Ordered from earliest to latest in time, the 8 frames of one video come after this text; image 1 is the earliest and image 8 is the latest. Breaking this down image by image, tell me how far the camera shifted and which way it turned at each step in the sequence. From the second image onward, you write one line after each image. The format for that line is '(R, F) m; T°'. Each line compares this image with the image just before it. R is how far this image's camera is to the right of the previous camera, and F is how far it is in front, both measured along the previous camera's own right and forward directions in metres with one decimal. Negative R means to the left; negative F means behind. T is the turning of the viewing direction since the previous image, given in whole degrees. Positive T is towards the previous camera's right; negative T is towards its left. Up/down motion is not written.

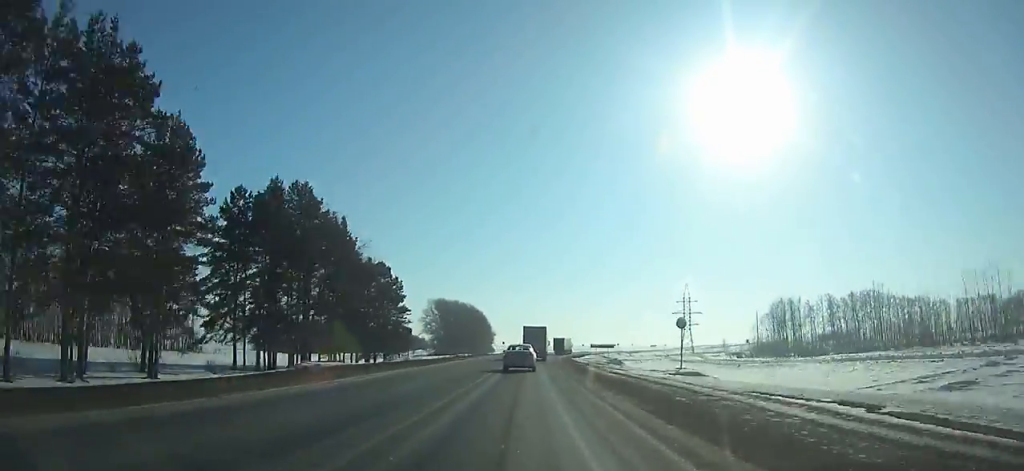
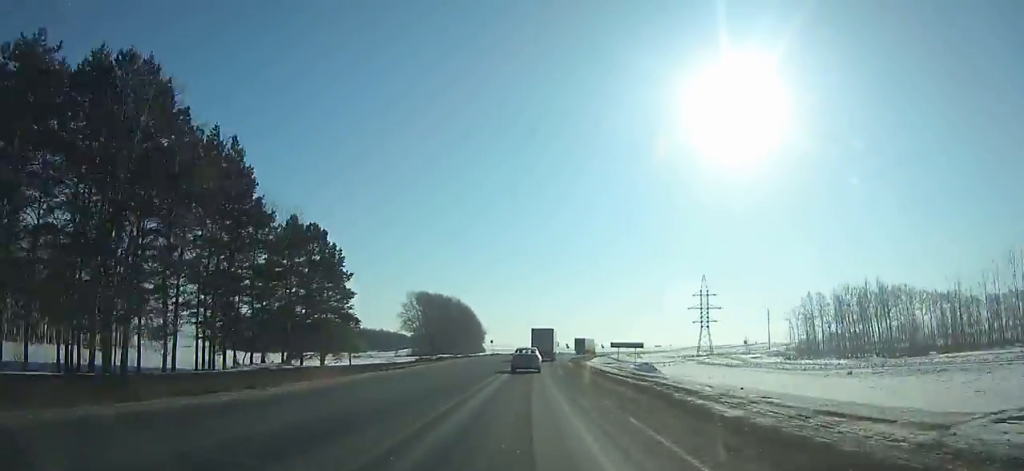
(+0.1, +28.2) m; +1°
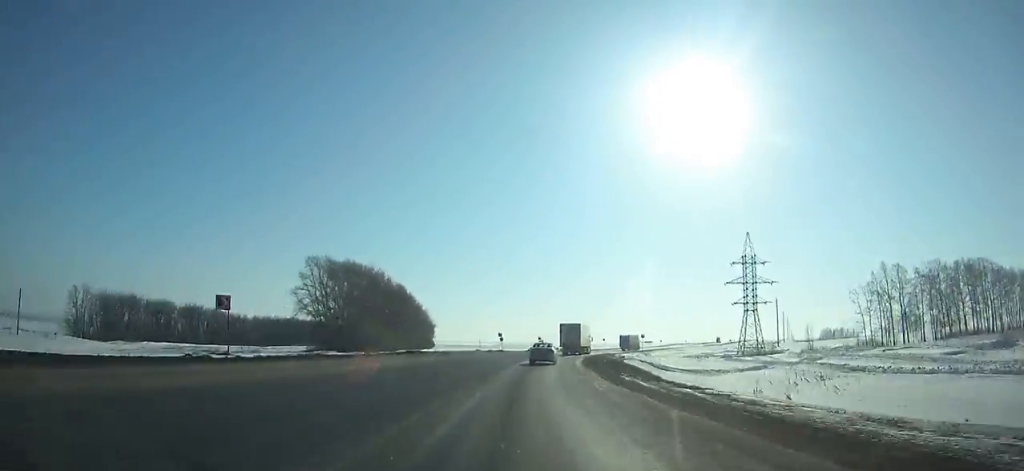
(+1.7, +63.9) m; +5°
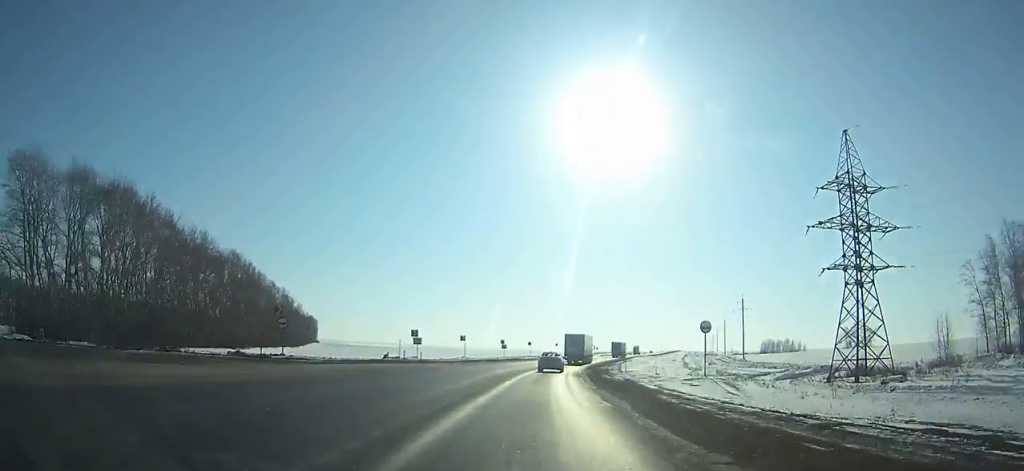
(+3.9, +66.6) m; +9°
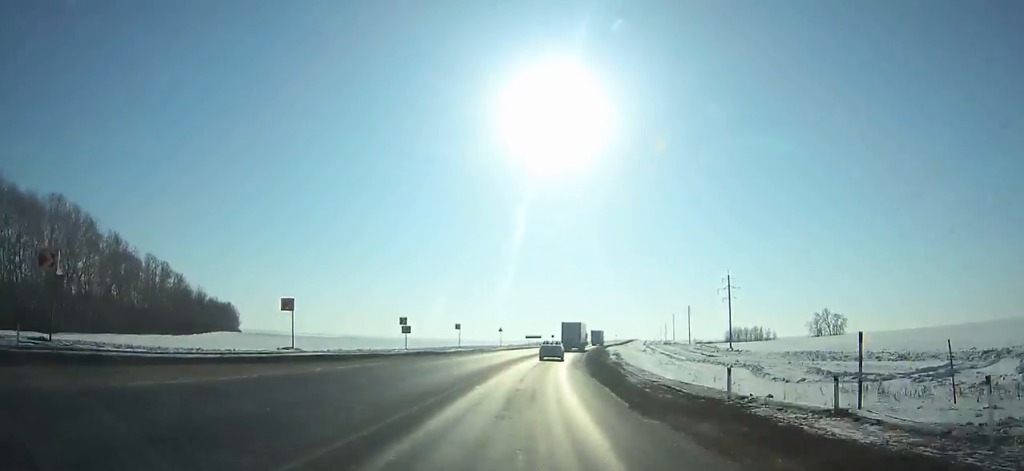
(+3.2, +43.2) m; +6°
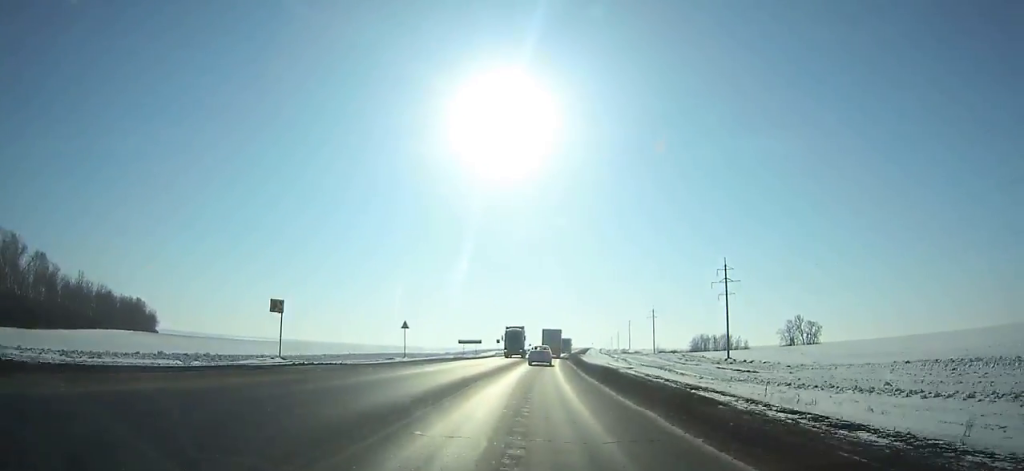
(+2.0, +42.2) m; +4°
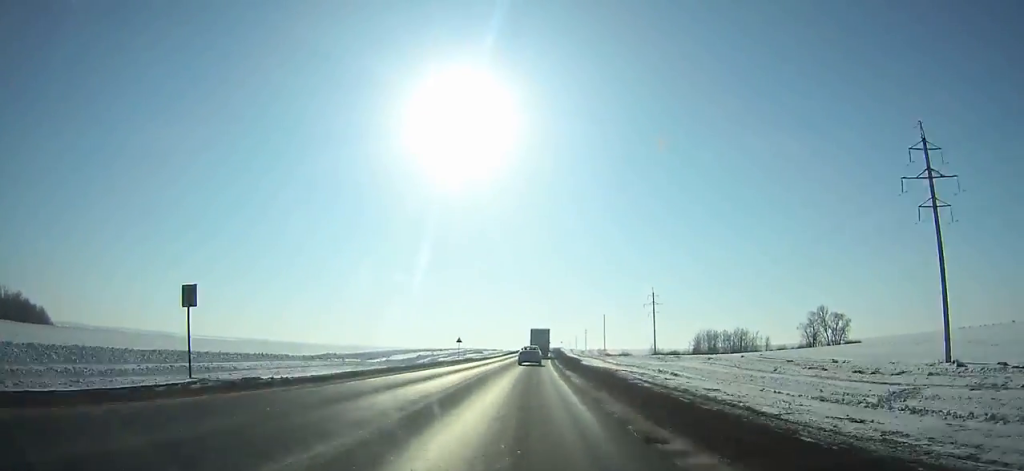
(+4.3, +89.9) m; +4°
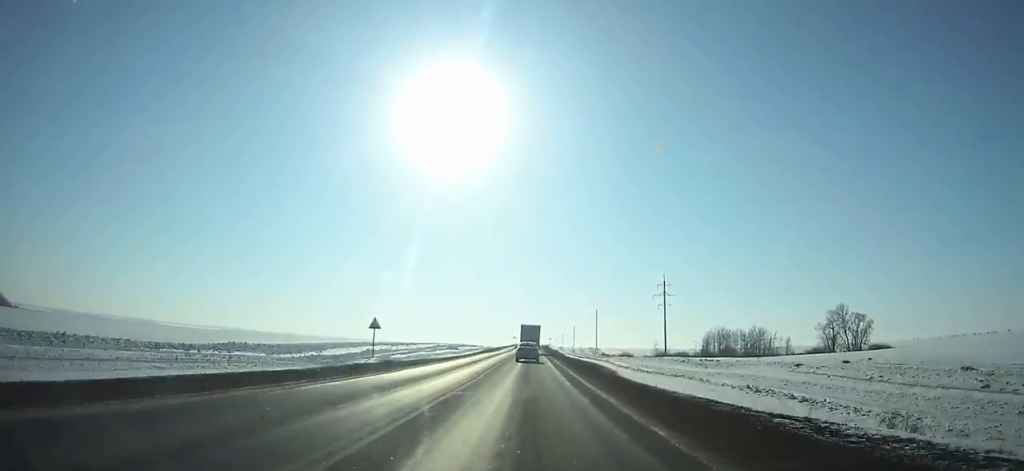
(+0.5, +36.6) m; +1°
